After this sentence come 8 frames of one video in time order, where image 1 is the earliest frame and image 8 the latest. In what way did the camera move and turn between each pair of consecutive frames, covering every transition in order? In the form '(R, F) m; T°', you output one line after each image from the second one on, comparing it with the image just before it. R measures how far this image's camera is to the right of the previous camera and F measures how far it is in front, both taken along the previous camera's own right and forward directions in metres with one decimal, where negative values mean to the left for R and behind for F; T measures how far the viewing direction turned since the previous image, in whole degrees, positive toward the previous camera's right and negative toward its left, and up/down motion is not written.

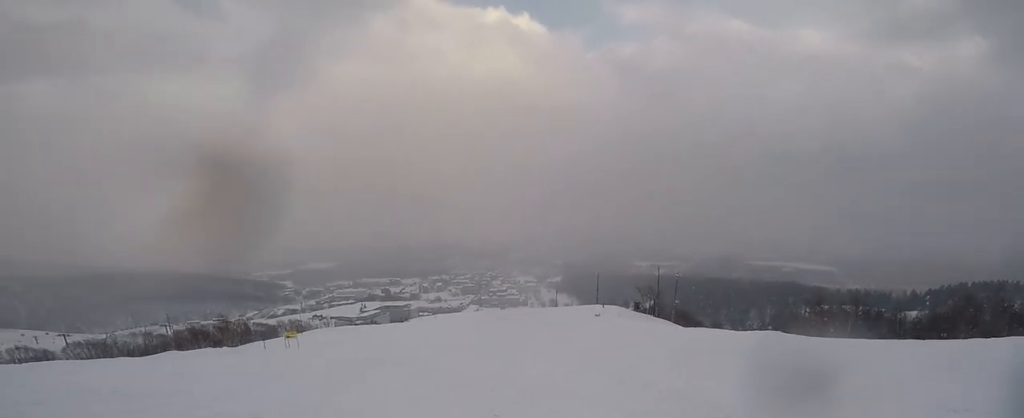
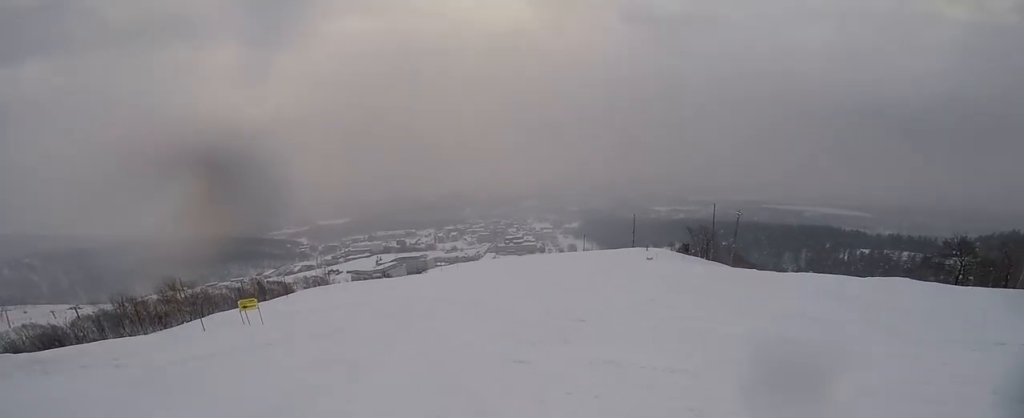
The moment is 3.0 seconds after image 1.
(-4.1, +12.7) m; -20°
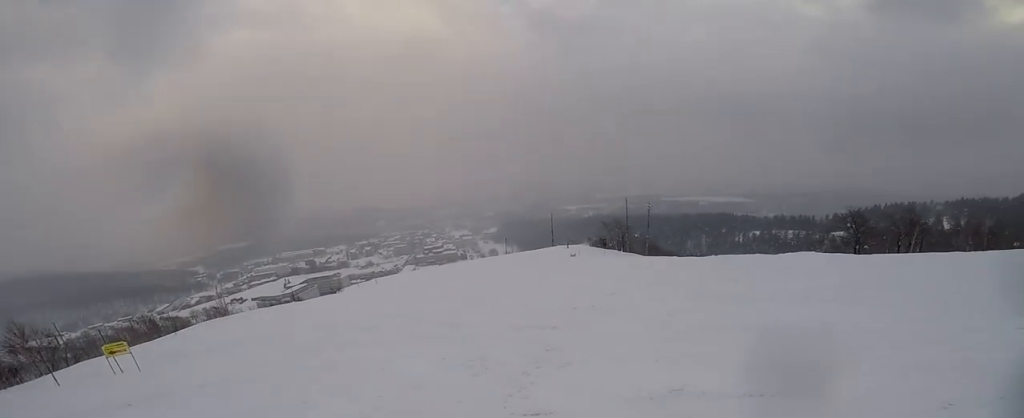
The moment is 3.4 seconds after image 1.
(-0.7, +2.3) m; +1°
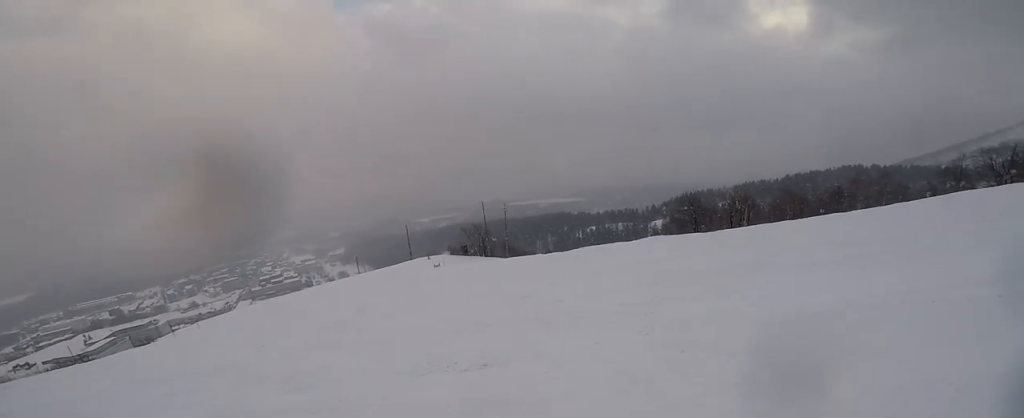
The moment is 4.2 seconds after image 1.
(+1.0, +4.2) m; +24°
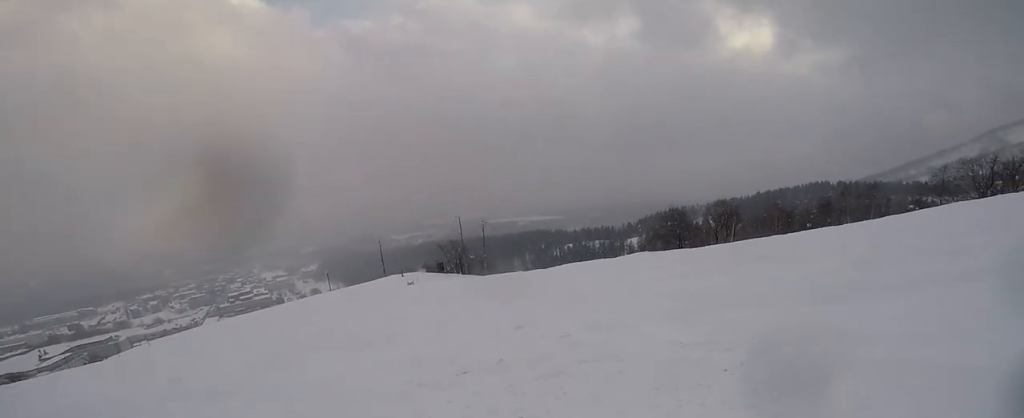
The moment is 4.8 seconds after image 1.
(+0.4, +2.8) m; +9°
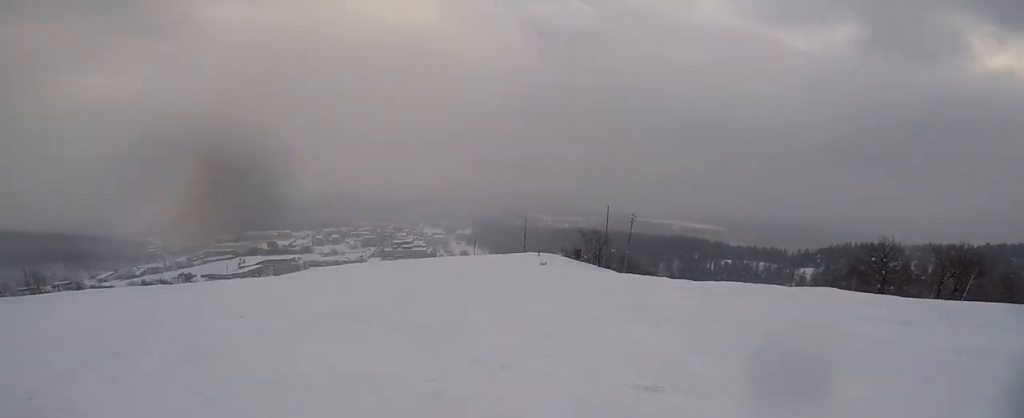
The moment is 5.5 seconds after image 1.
(+1.1, +3.8) m; -1°
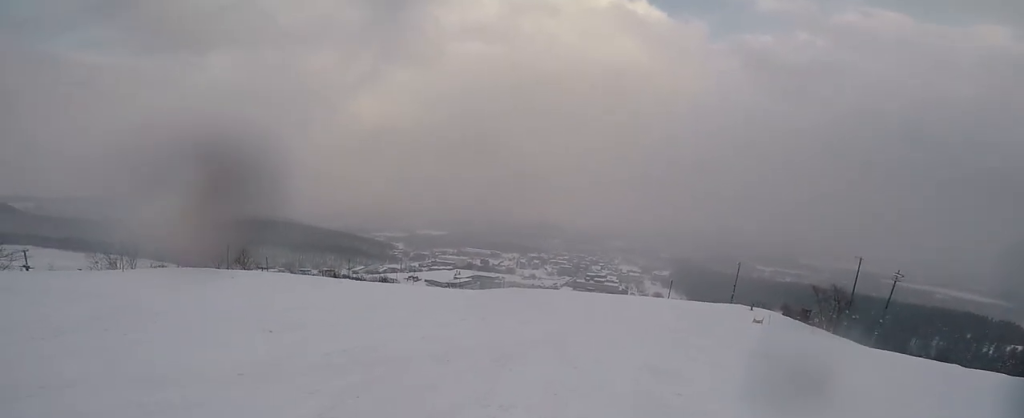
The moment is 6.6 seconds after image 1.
(-1.9, +6.5) m; -22°
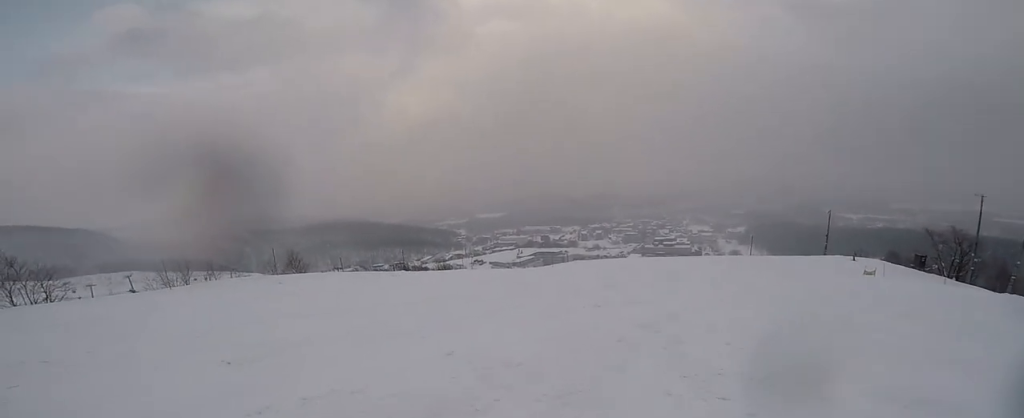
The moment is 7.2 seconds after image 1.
(-0.1, +3.5) m; -11°
